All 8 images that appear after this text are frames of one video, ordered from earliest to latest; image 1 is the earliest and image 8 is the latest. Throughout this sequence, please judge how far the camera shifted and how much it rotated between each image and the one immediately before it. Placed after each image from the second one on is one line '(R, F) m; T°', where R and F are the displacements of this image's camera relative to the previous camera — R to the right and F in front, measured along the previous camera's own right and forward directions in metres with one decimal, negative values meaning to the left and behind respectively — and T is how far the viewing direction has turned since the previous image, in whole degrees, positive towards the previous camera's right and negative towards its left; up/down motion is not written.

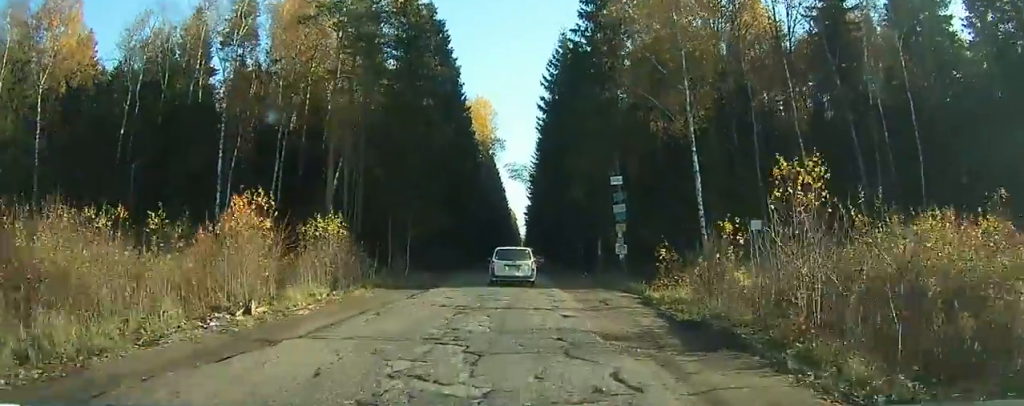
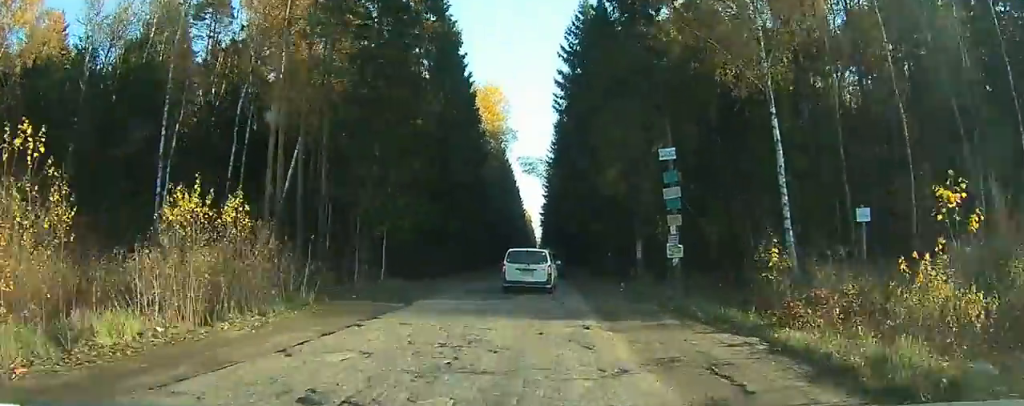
(-0.2, +10.2) m; -2°
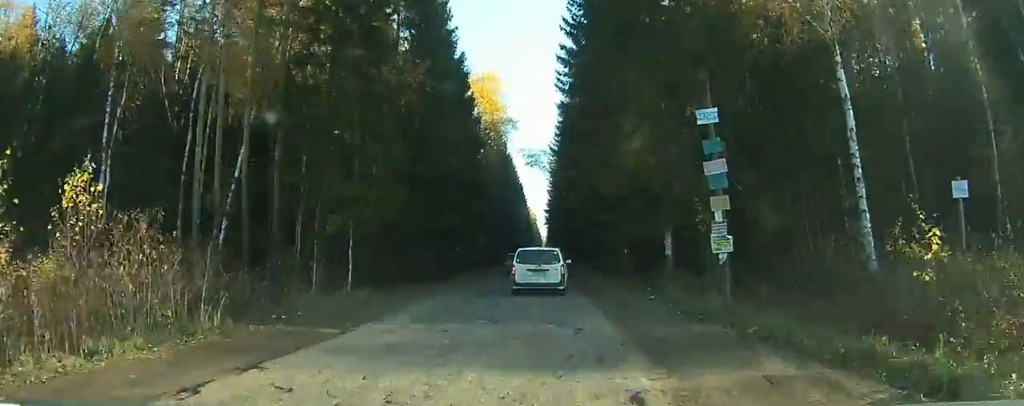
(-0.1, +5.7) m; -1°
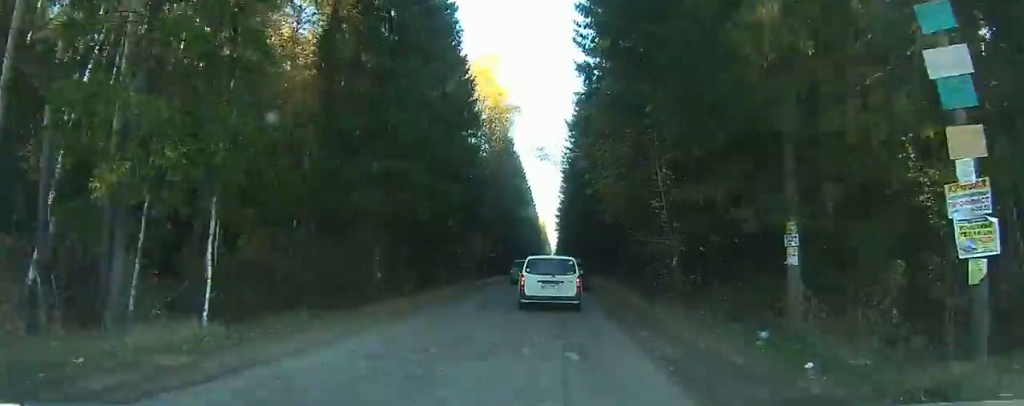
(-0.1, +10.1) m; -1°
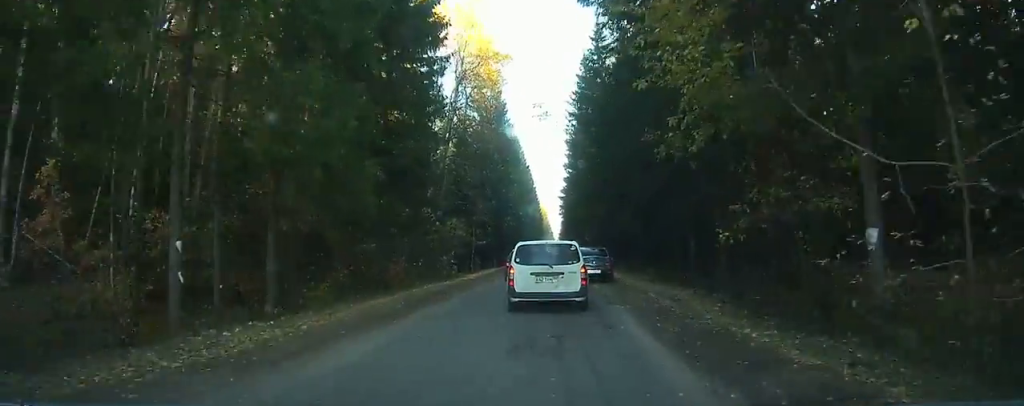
(-0.1, +12.5) m; 0°
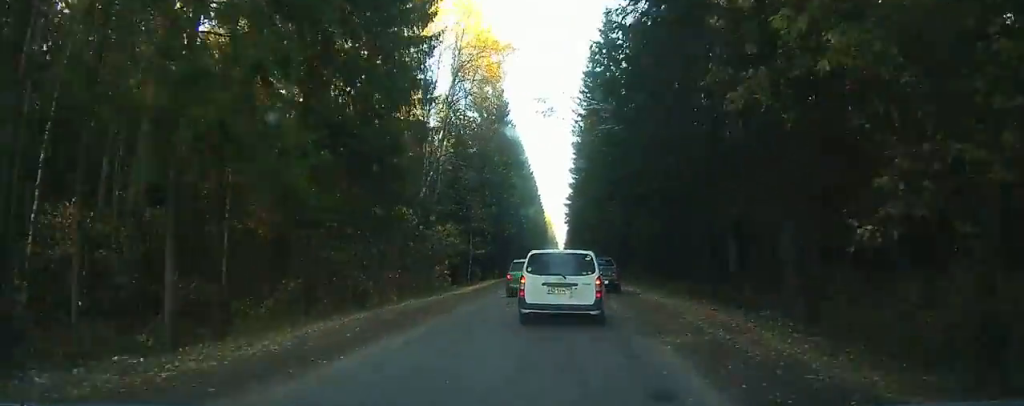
(-0.1, +4.3) m; 0°
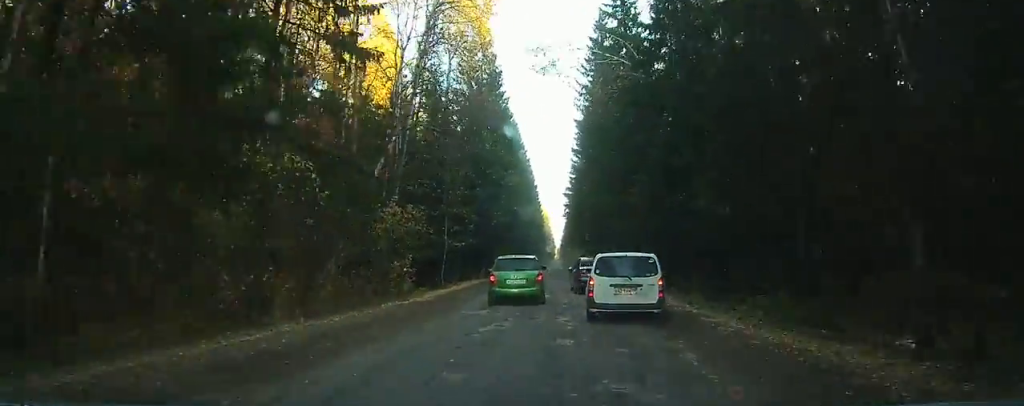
(+0.2, +9.5) m; +1°
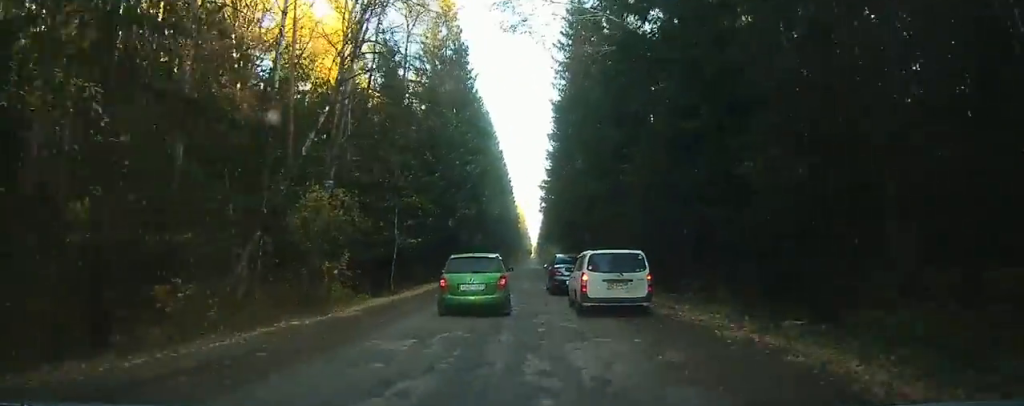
(0.0, +5.2) m; 0°
